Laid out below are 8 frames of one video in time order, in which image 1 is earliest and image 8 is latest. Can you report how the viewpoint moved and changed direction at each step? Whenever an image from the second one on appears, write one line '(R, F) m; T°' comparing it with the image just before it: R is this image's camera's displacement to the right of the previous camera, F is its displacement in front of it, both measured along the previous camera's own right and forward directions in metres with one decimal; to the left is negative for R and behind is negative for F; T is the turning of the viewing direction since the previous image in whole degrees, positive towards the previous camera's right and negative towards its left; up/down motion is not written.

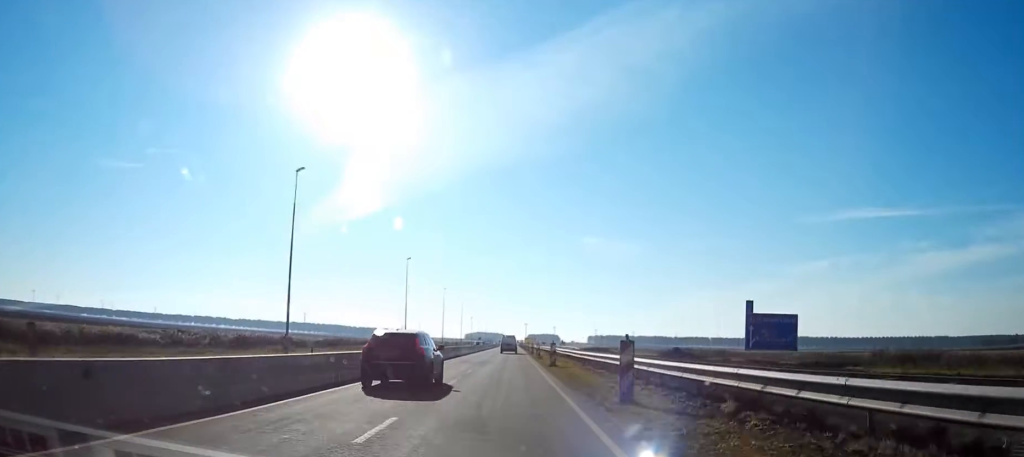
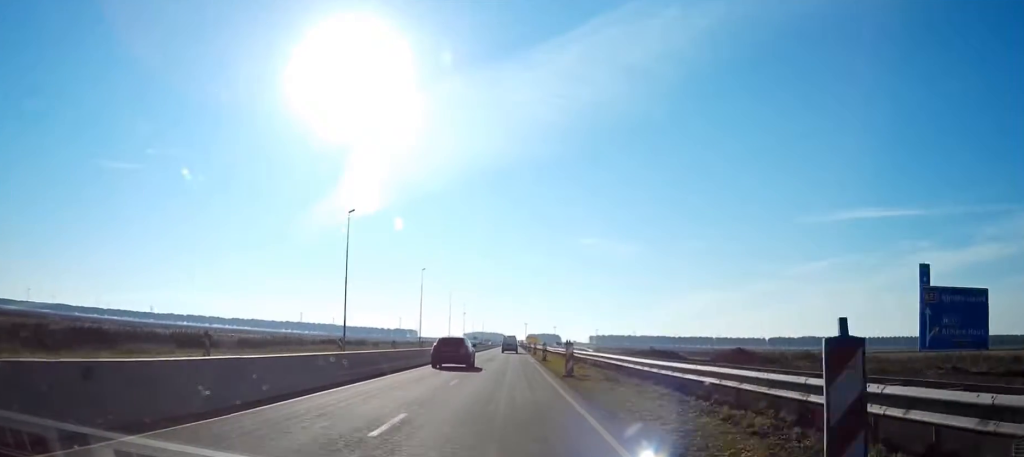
(+0.1, +34.7) m; 0°
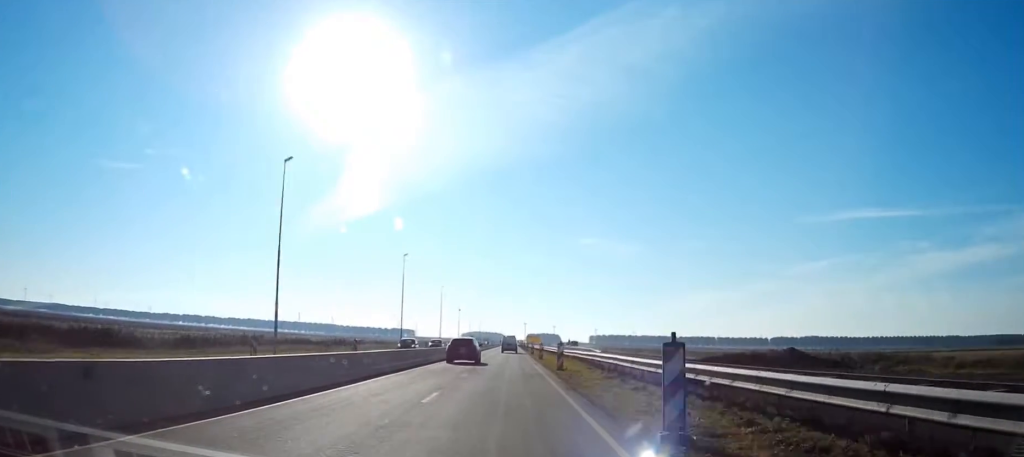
(-0.1, +18.0) m; 0°
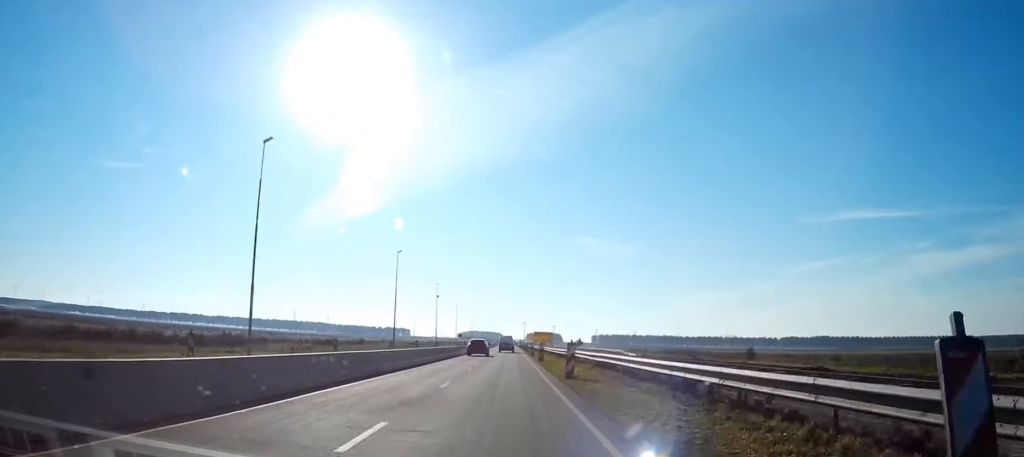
(-0.3, +54.0) m; 0°
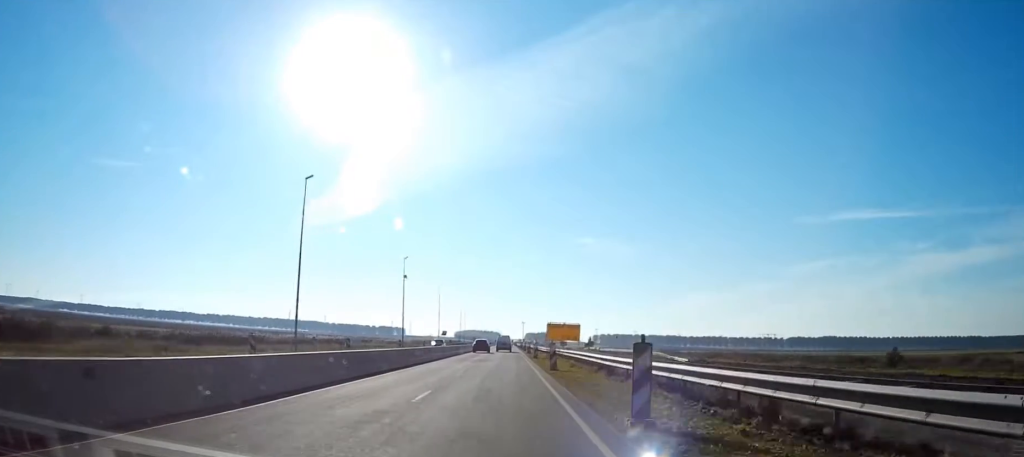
(0.0, +40.1) m; 0°
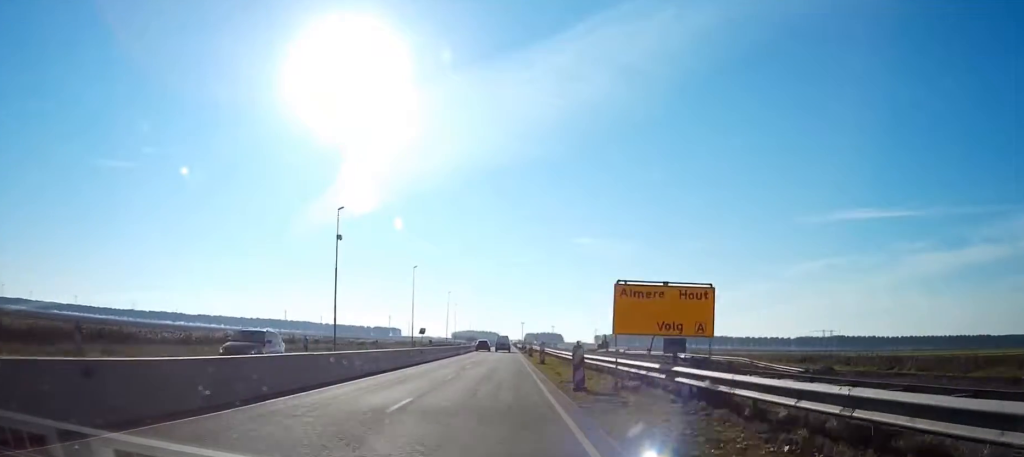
(0.0, +37.2) m; 0°
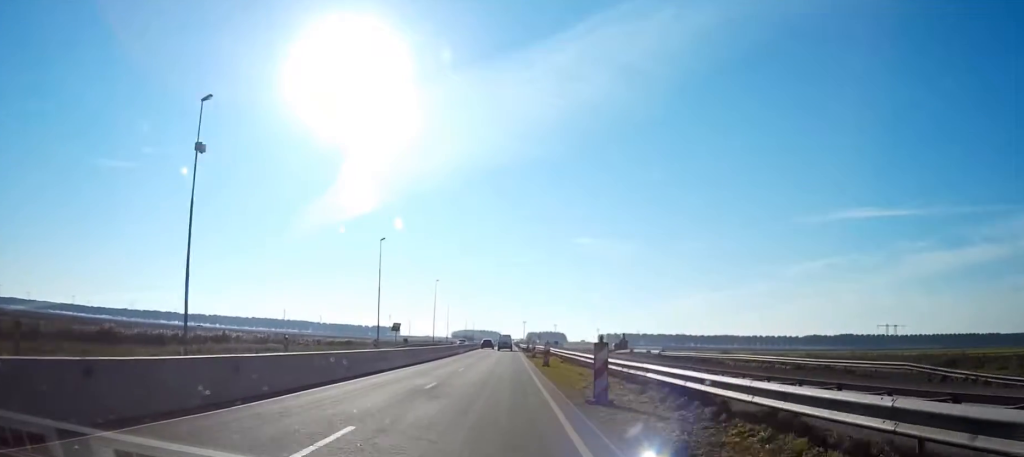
(0.0, +28.9) m; 0°
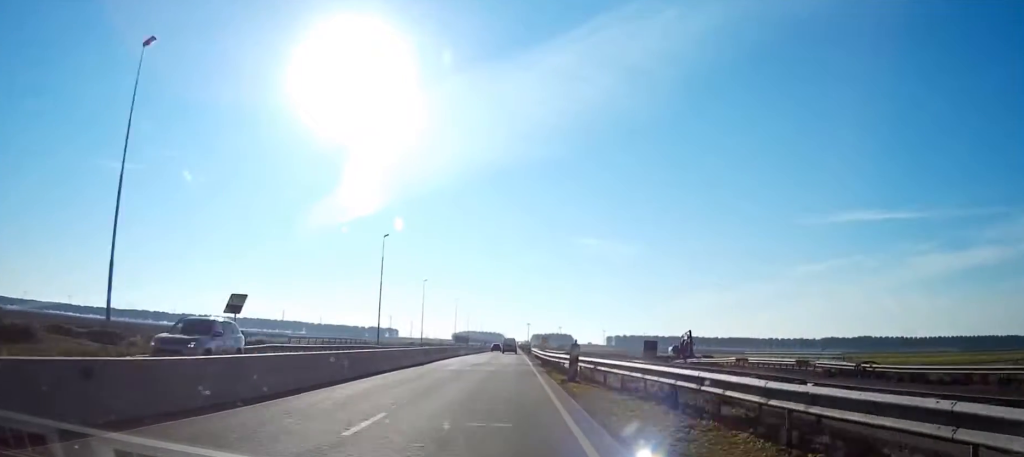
(0.0, +56.5) m; 0°
